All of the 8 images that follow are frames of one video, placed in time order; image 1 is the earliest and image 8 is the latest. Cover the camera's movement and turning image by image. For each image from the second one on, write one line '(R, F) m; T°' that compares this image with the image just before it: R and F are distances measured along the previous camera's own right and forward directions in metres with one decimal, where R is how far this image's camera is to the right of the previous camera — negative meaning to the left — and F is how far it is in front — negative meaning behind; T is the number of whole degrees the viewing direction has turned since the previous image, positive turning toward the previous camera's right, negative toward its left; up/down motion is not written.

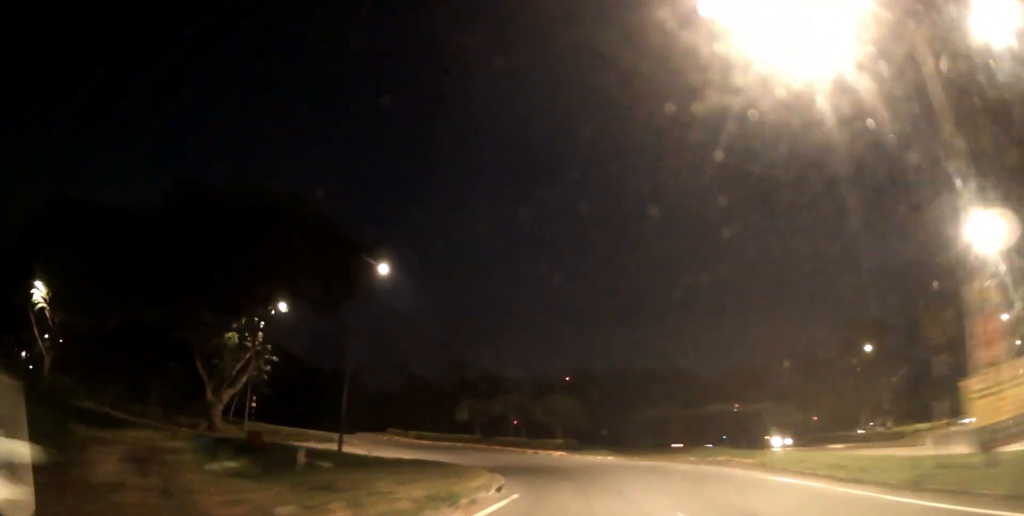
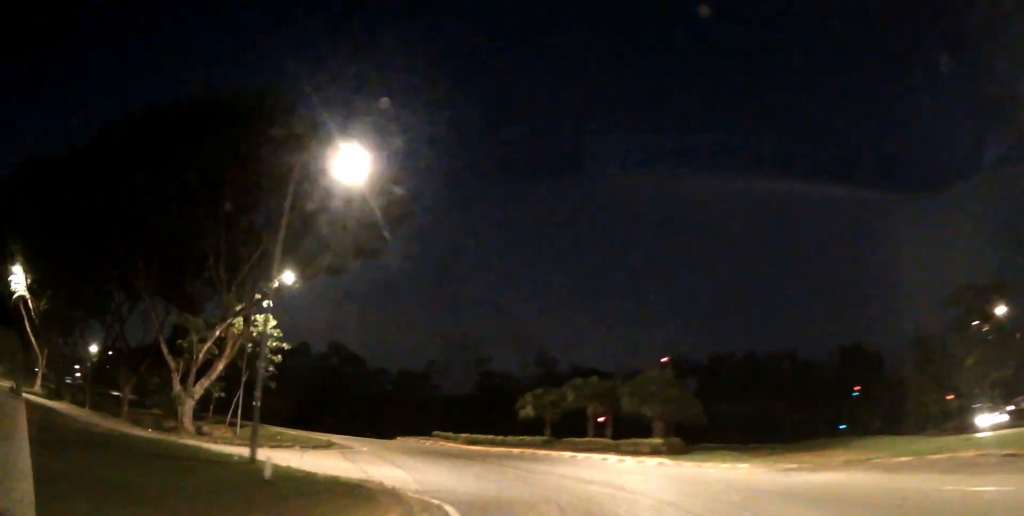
(-0.7, +13.5) m; -7°
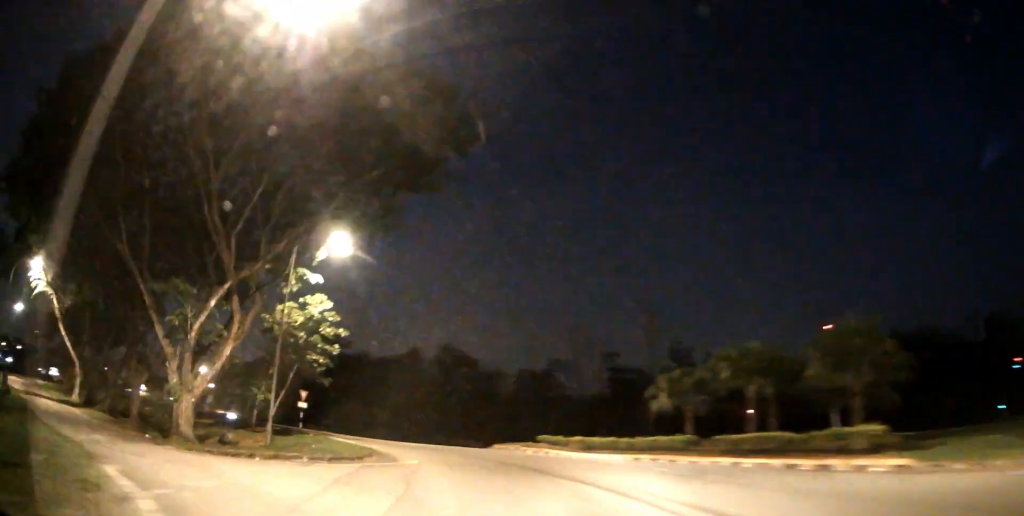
(-0.7, +10.6) m; -18°
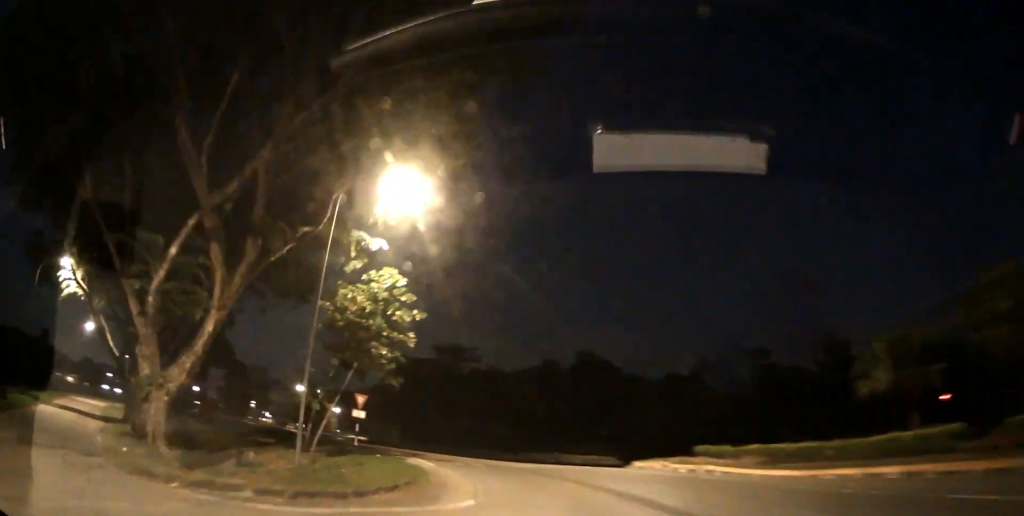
(-2.2, +9.8) m; -14°
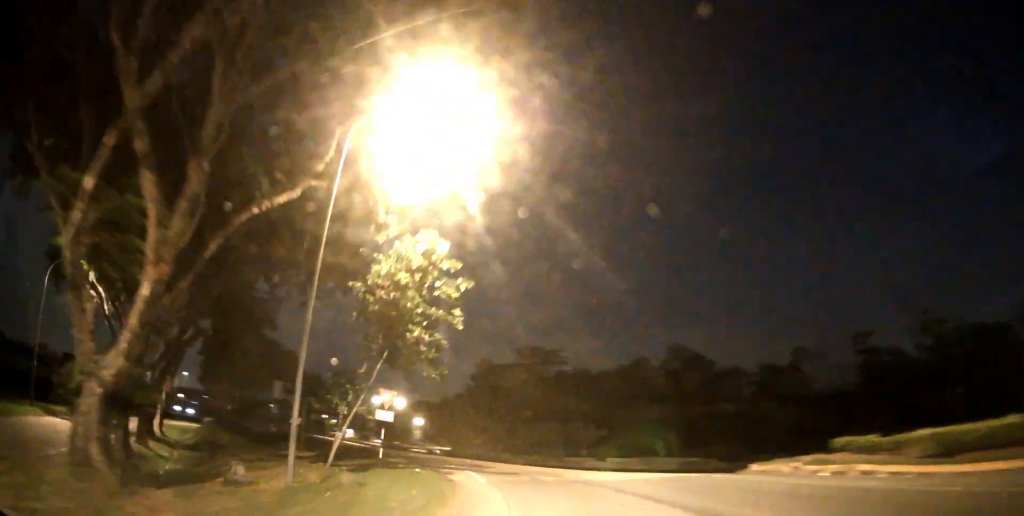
(-0.7, +6.6) m; -7°
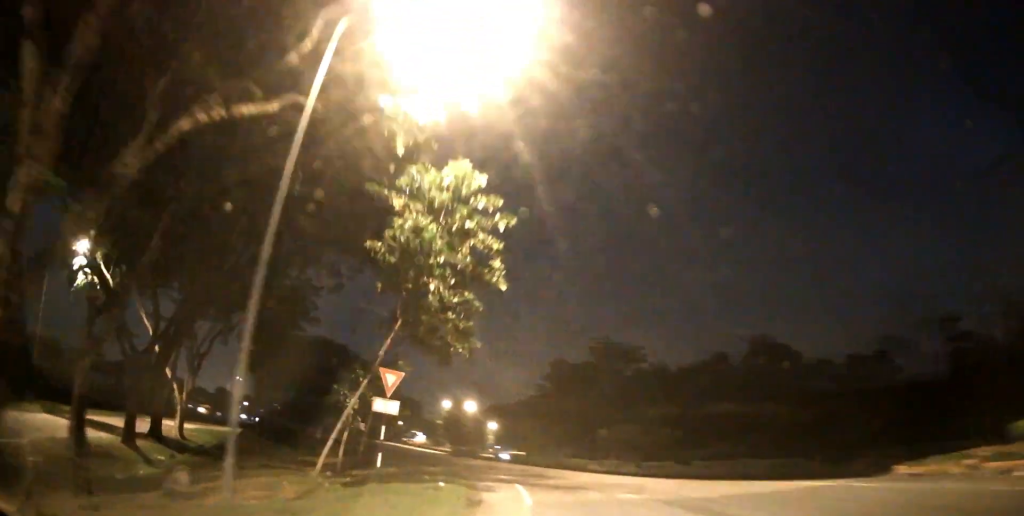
(+0.1, +6.2) m; -3°
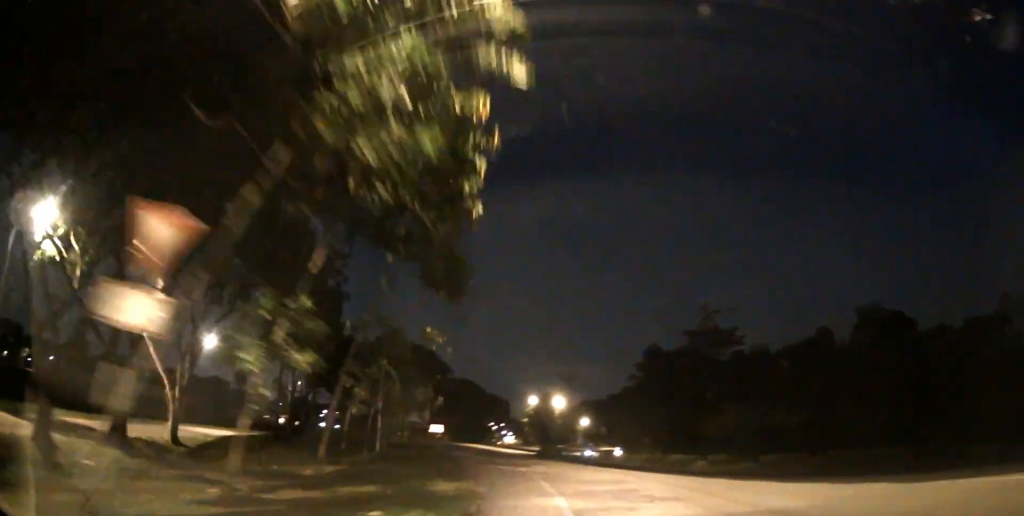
(-0.4, +10.1) m; -9°
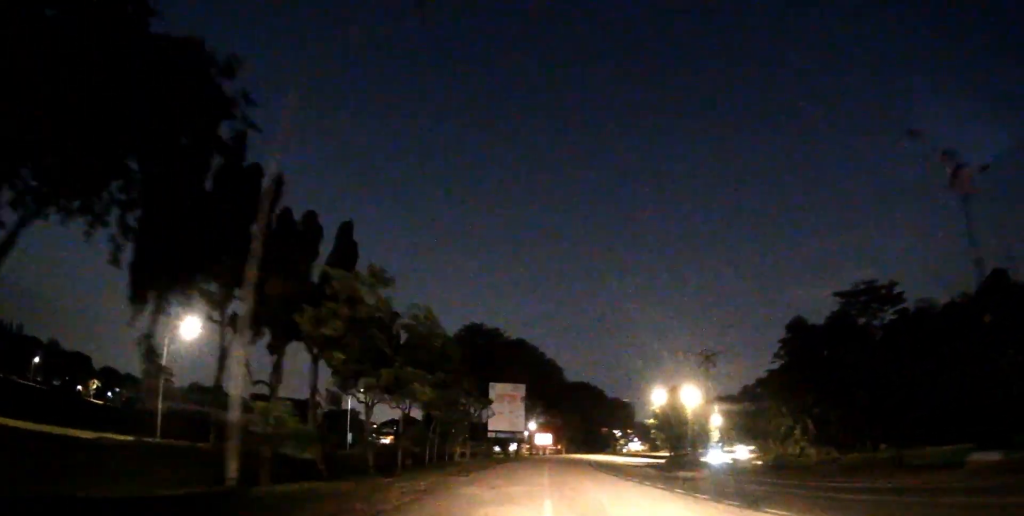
(-5.1, +23.8) m; -19°
